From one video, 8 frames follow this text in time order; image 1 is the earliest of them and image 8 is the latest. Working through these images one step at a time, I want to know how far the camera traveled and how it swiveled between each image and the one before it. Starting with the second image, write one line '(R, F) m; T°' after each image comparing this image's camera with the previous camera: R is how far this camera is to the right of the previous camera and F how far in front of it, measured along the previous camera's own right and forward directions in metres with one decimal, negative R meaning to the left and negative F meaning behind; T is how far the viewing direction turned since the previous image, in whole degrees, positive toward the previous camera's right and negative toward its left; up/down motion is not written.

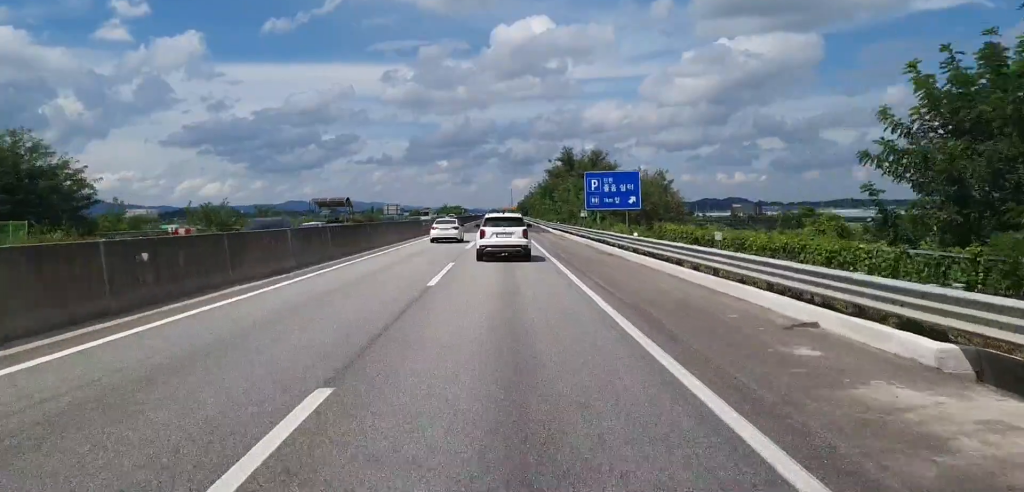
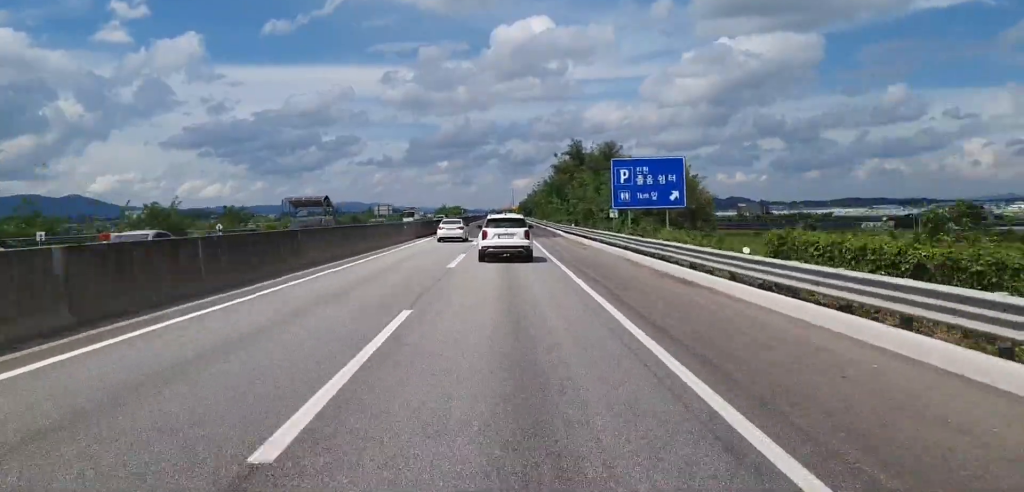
(+0.1, +12.5) m; 0°
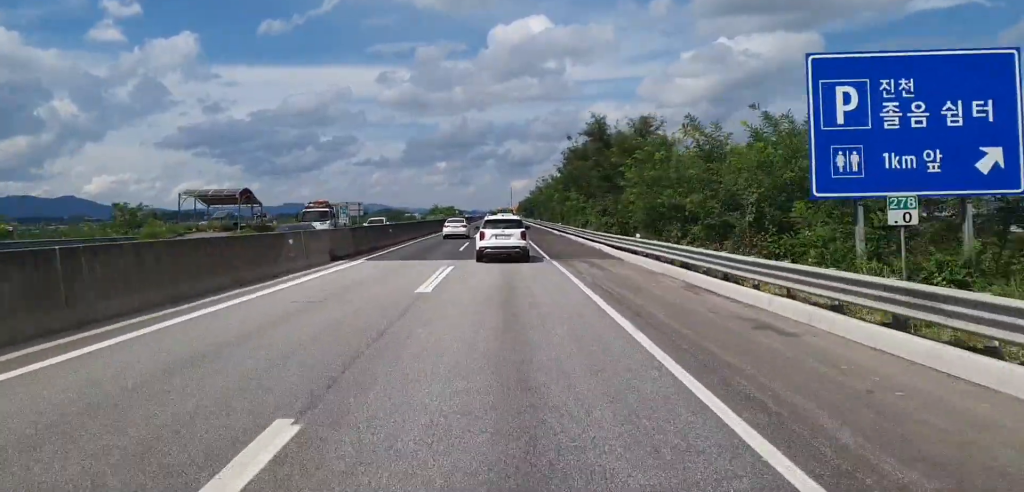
(-0.3, +28.5) m; 0°
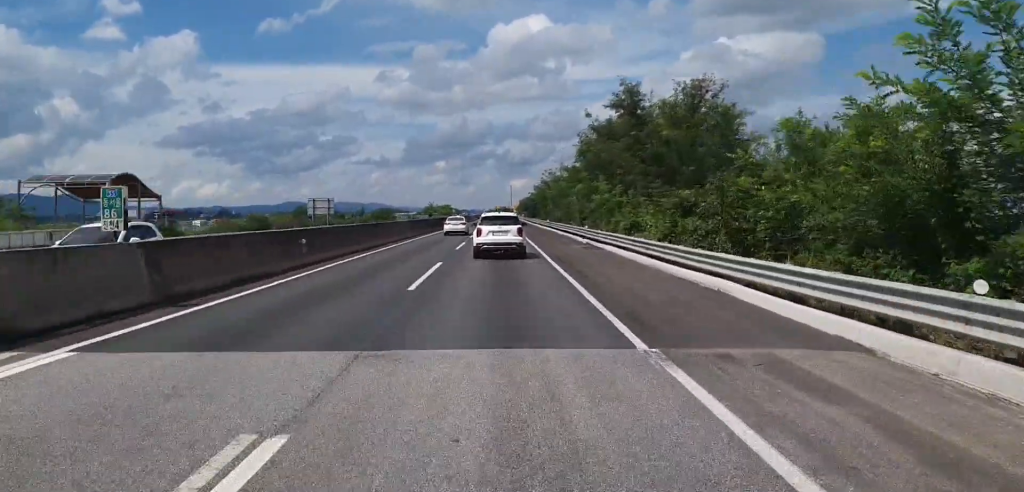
(+0.1, +20.4) m; 0°
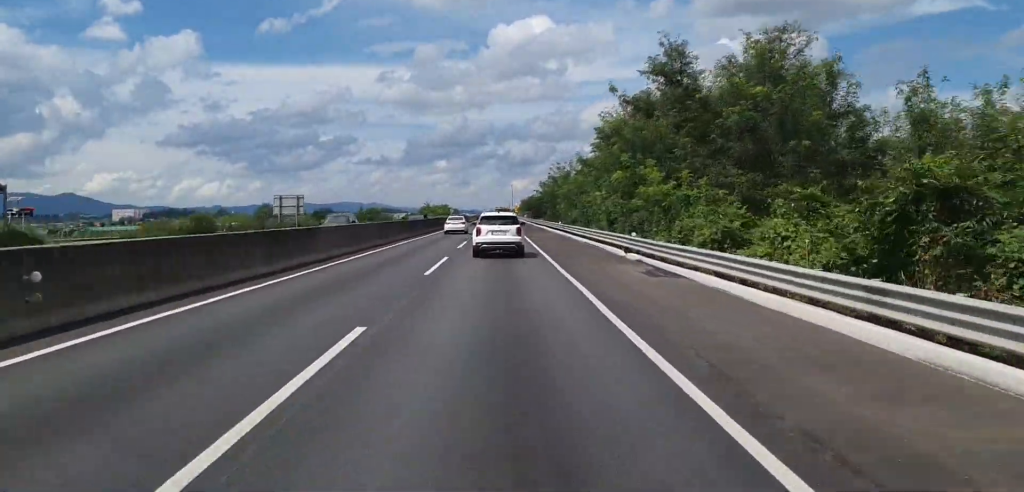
(-0.3, +15.3) m; 0°
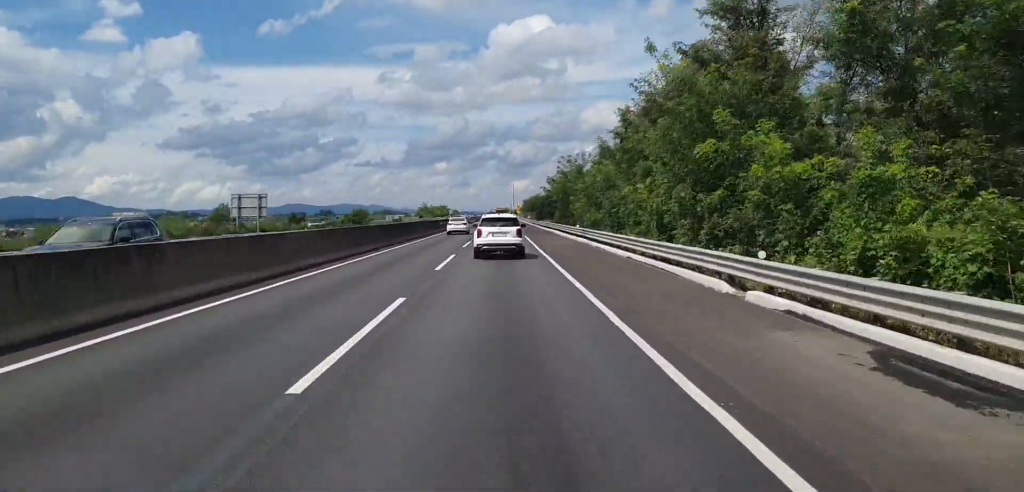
(+0.1, +13.8) m; 0°
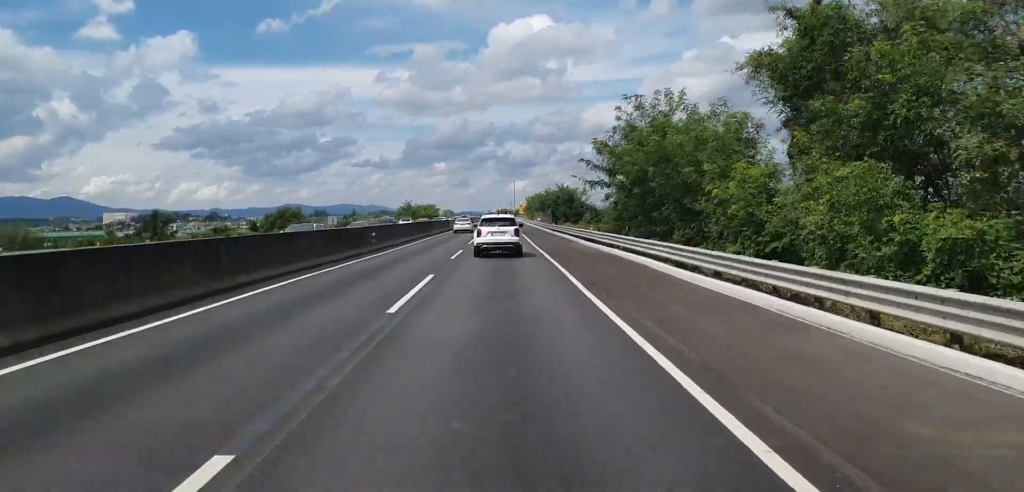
(+0.2, +43.9) m; 0°
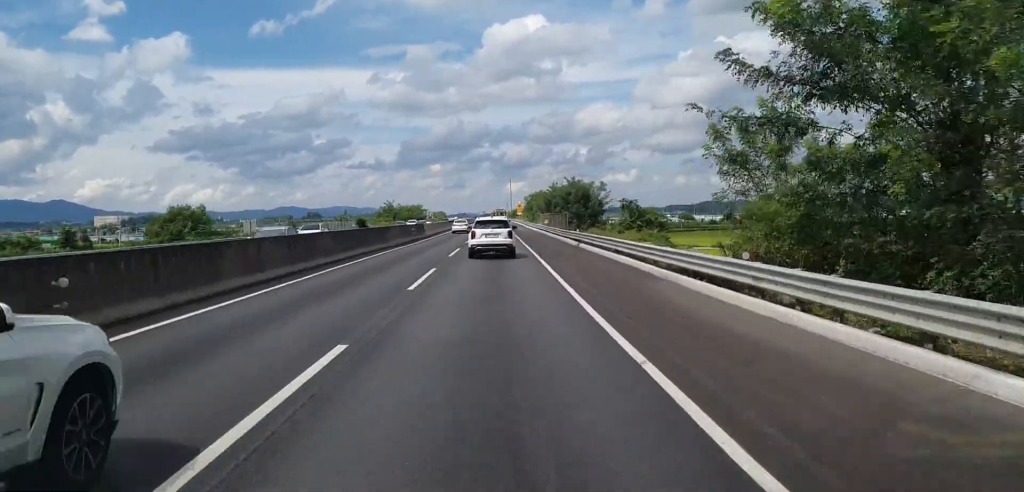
(0.0, +27.9) m; -1°
